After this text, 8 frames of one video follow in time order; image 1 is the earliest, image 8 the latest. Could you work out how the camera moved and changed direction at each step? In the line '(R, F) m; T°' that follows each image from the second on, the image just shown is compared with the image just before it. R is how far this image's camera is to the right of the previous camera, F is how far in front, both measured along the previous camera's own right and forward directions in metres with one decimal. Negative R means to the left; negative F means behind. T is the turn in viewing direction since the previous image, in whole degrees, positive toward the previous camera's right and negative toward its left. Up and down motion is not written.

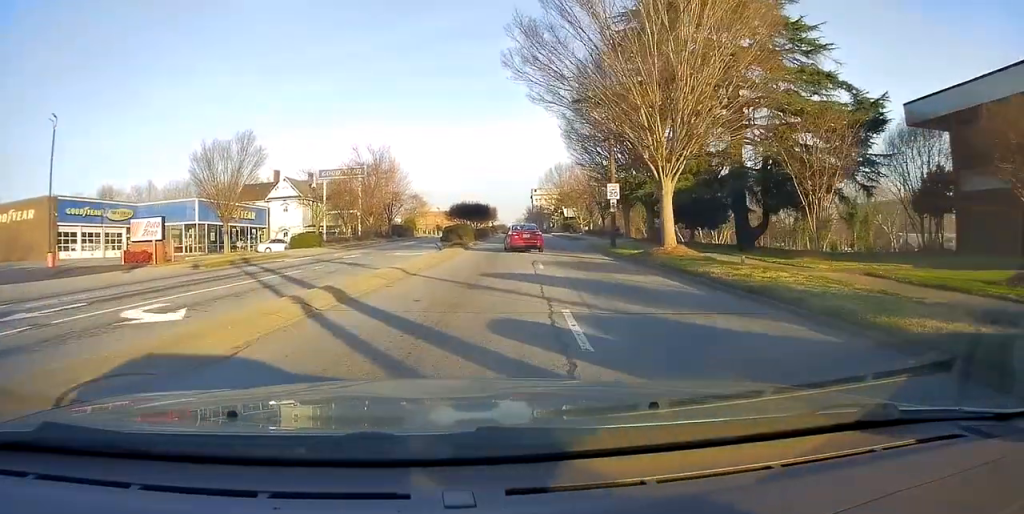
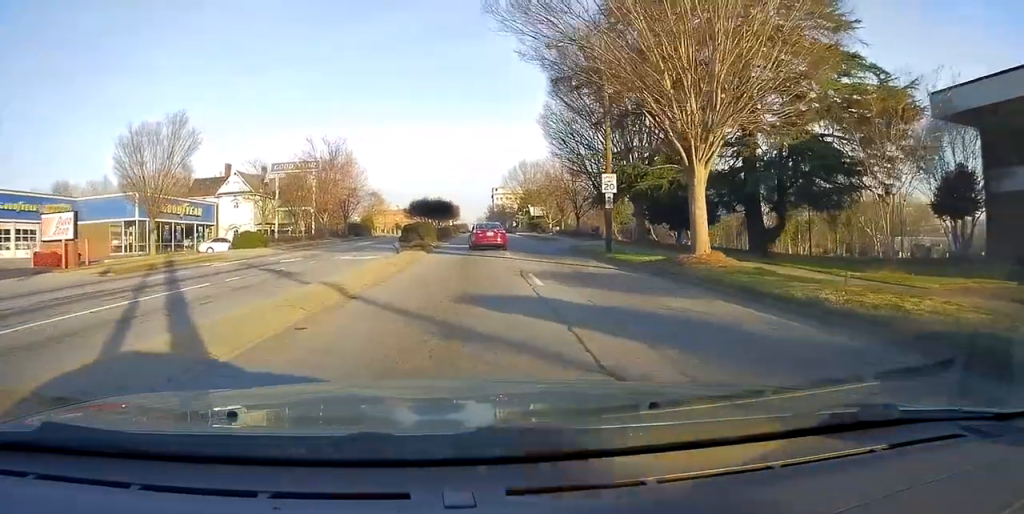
(+0.3, +4.7) m; +4°
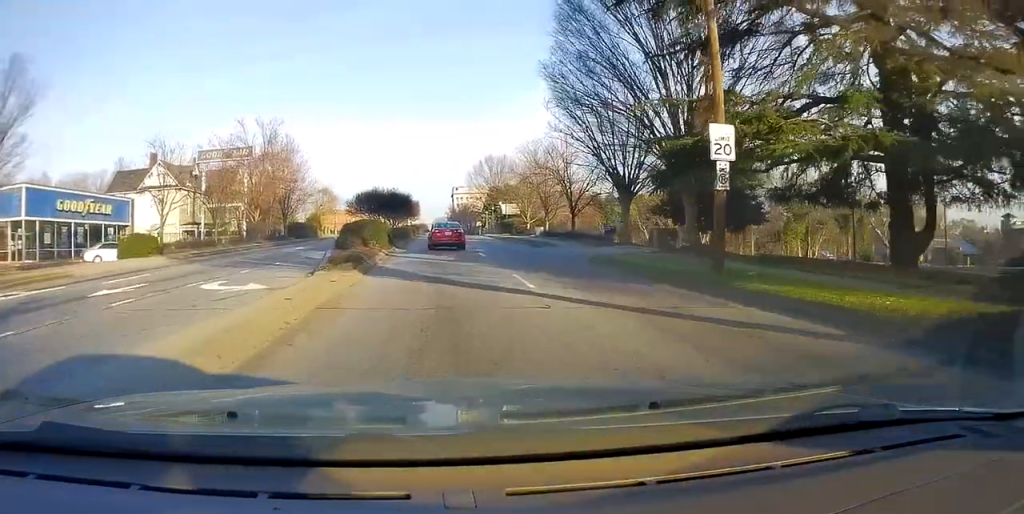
(+0.4, +11.7) m; +4°
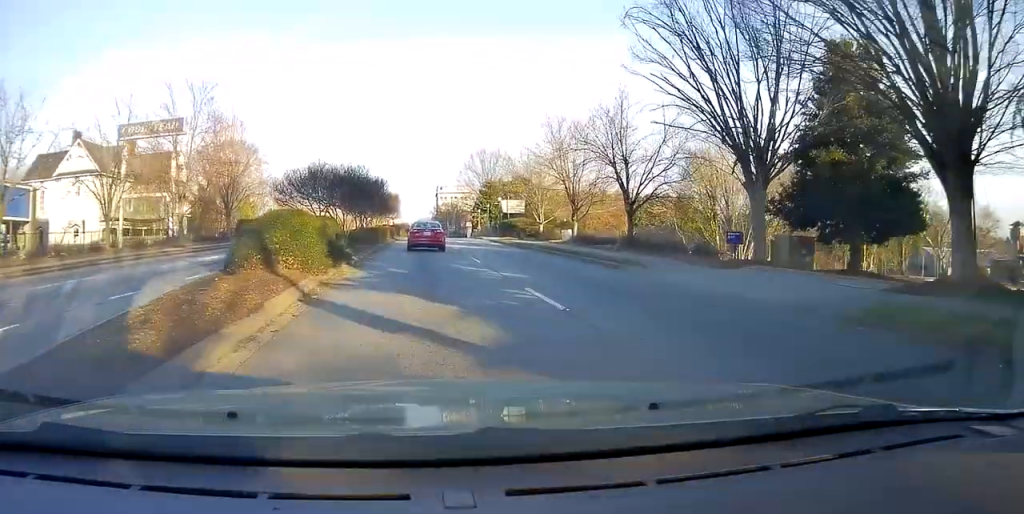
(+0.5, +14.6) m; +5°
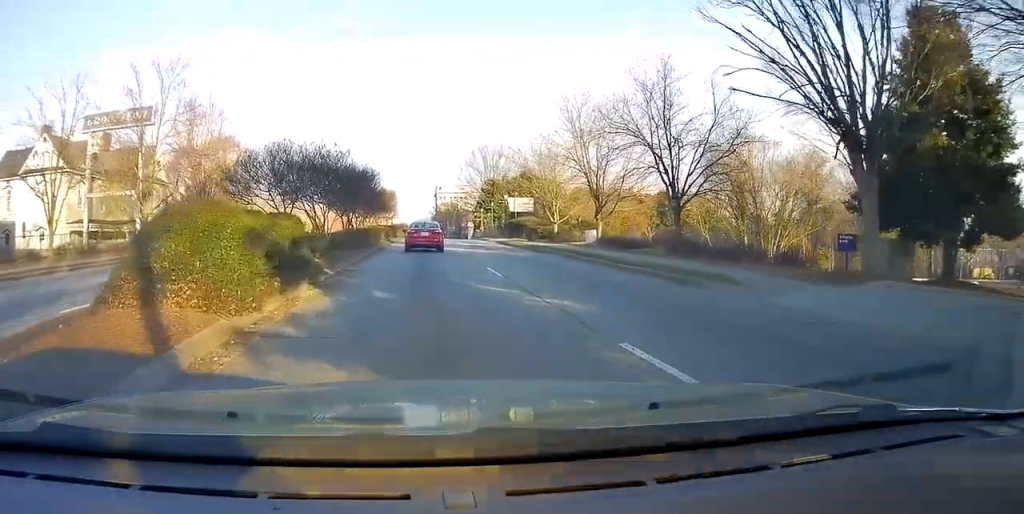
(0.0, +5.6) m; +2°
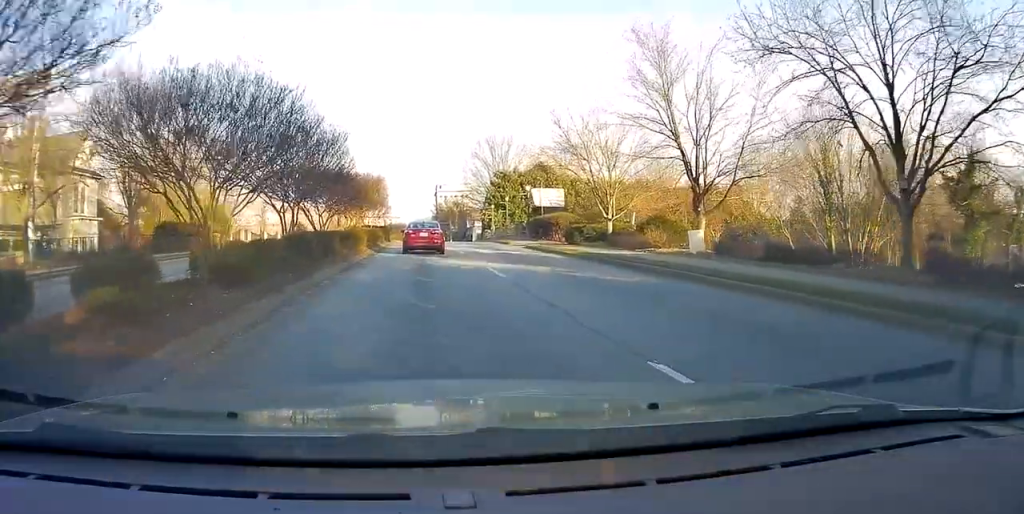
(+0.4, +12.7) m; +2°
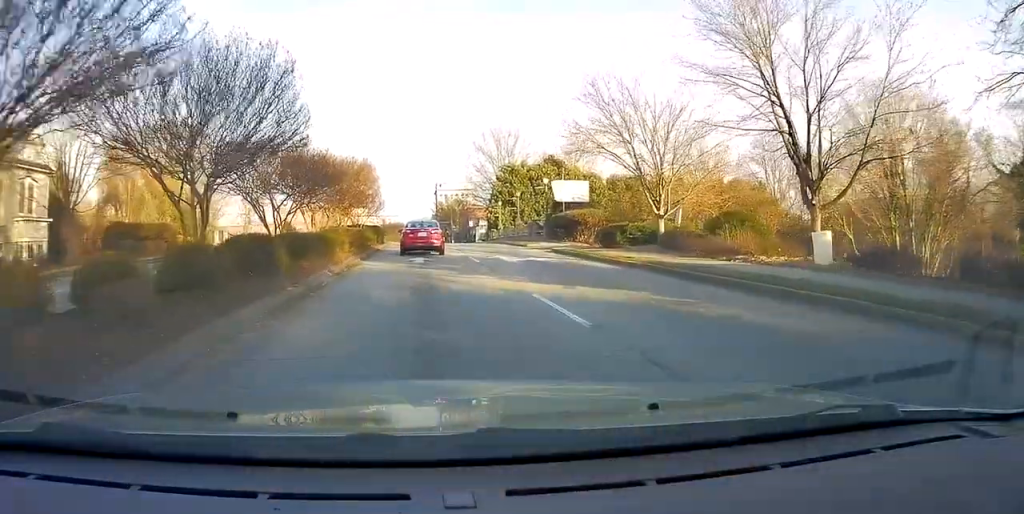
(0.0, +7.0) m; +1°
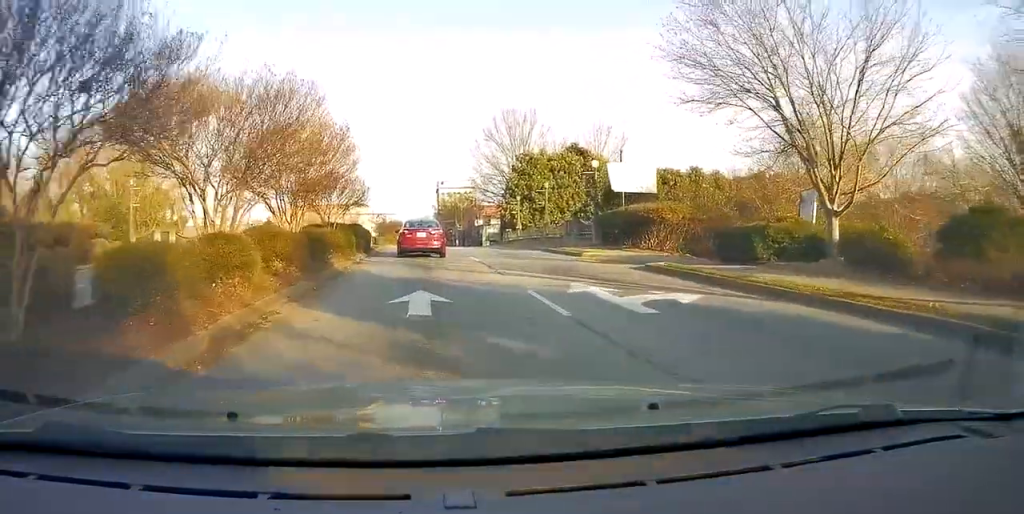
(+0.3, +11.4) m; -1°
